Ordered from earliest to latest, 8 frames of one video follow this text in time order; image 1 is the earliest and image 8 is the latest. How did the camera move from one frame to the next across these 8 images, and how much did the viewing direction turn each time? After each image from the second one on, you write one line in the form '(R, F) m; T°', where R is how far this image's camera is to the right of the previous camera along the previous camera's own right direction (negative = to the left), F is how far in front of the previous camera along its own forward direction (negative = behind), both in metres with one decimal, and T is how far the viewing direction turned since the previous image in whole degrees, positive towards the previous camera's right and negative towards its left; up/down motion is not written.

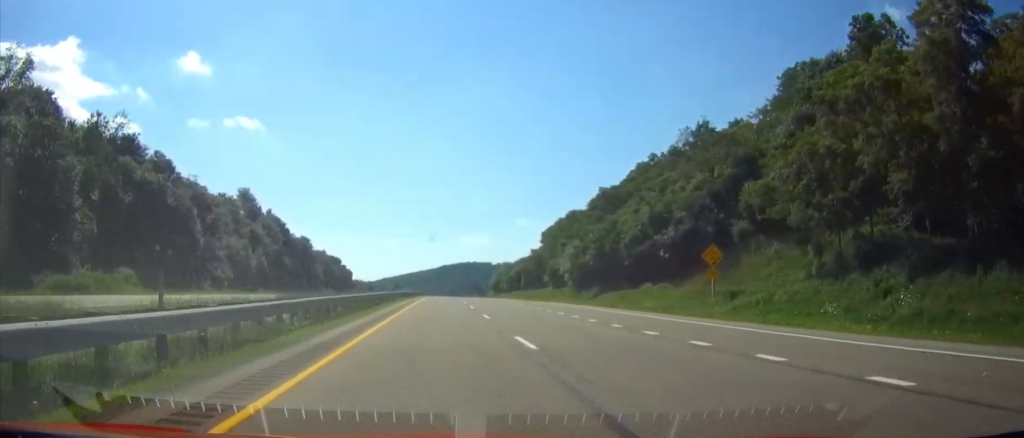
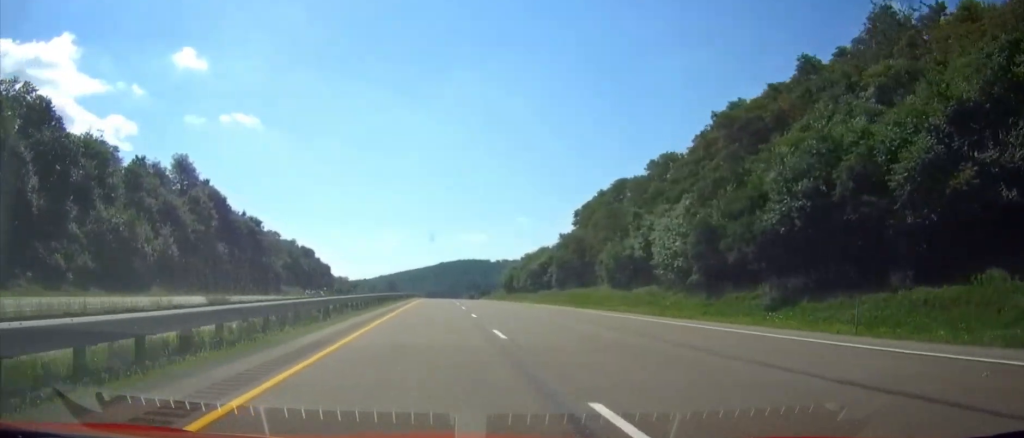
(0.0, +44.5) m; 0°
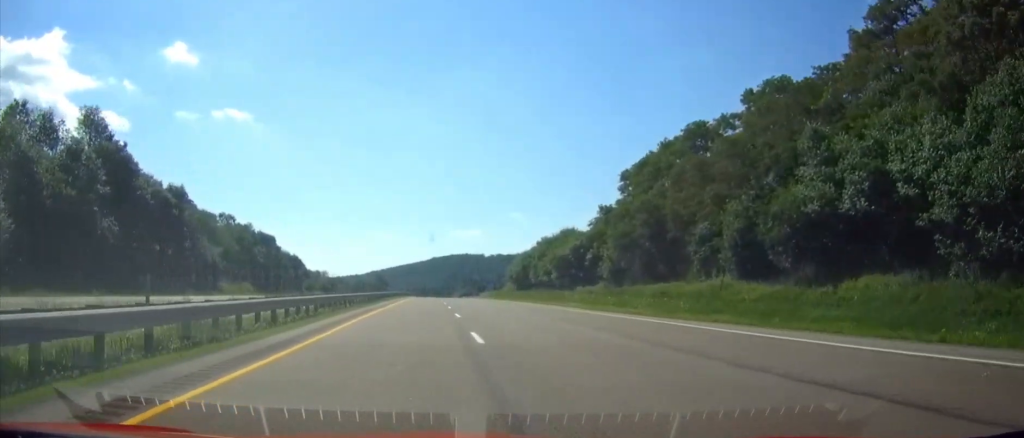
(0.0, +37.1) m; 0°
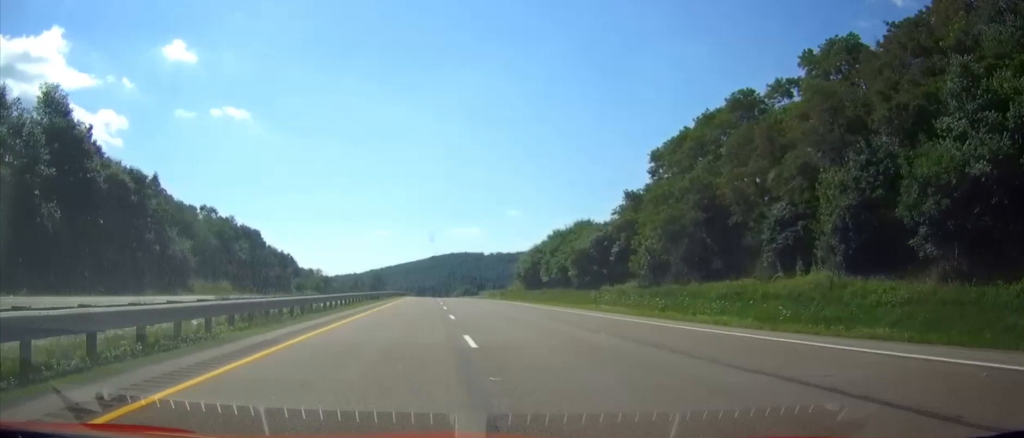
(0.0, +12.7) m; 0°
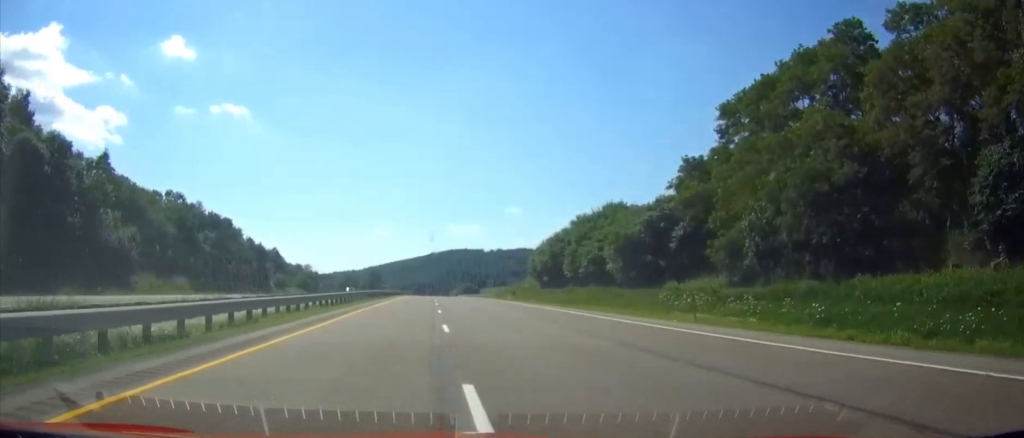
(0.0, +19.1) m; 0°
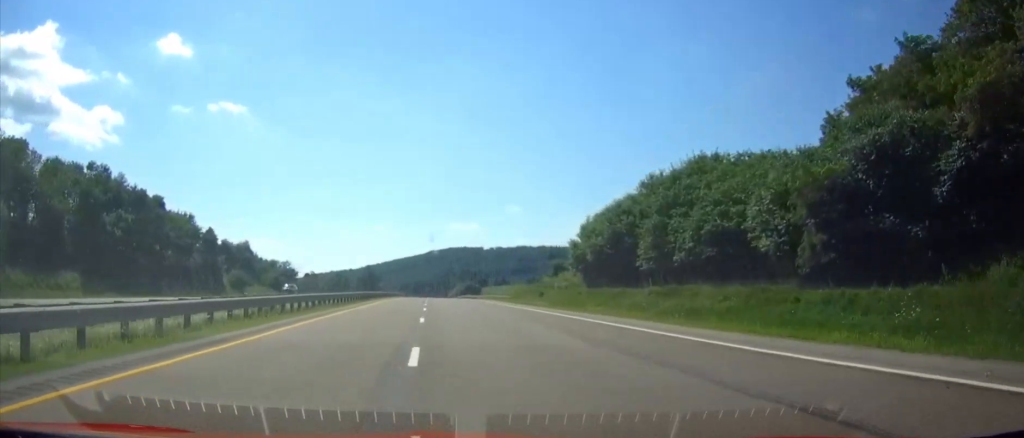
(0.0, +30.7) m; 0°
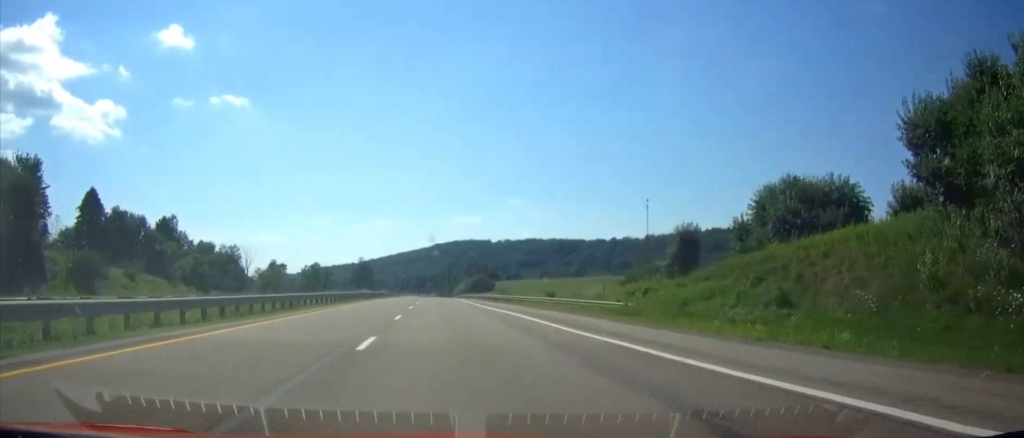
(0.0, +56.1) m; 0°
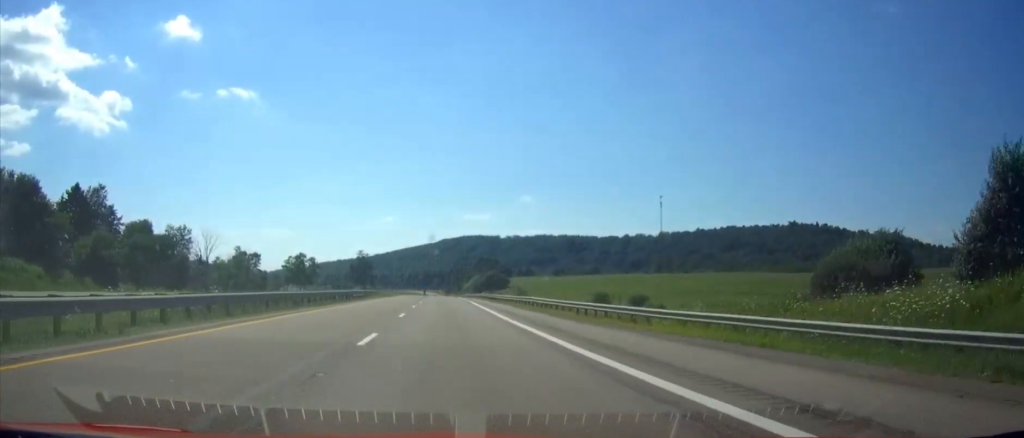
(0.0, +33.9) m; 0°
